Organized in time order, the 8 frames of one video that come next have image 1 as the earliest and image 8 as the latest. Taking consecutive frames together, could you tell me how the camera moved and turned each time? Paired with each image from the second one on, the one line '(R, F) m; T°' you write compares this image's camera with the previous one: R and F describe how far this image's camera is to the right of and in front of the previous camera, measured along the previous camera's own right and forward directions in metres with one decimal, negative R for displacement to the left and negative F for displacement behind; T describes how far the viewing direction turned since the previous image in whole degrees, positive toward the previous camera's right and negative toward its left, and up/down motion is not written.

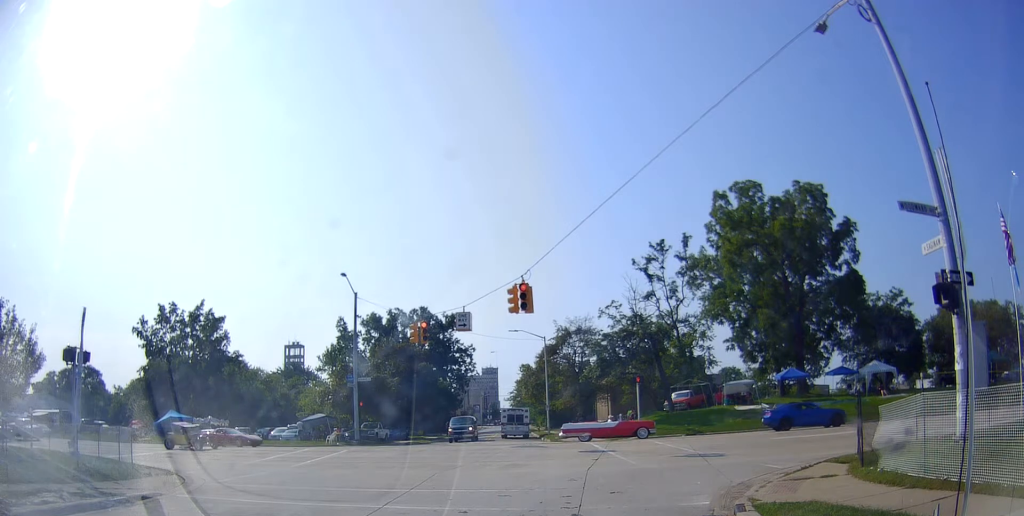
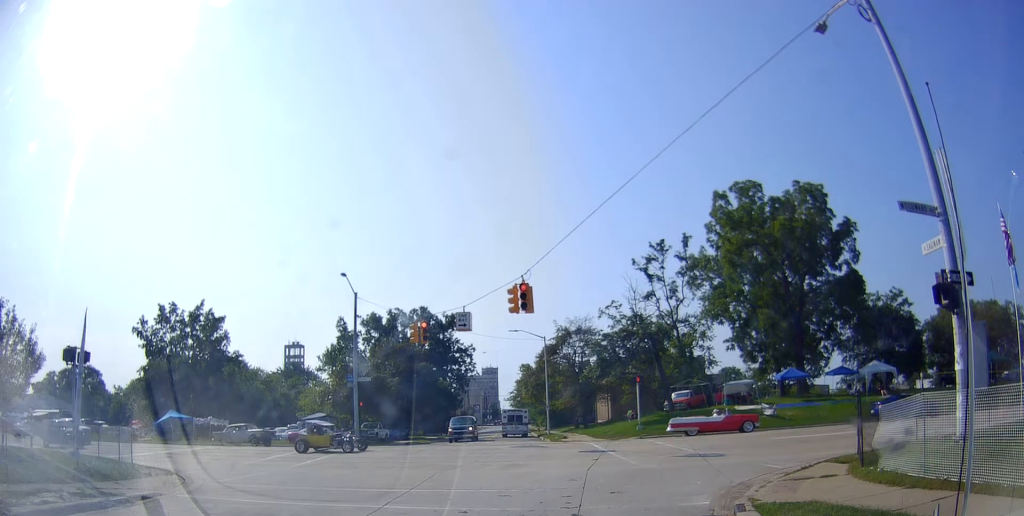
(0.0, 0.0) m; 0°
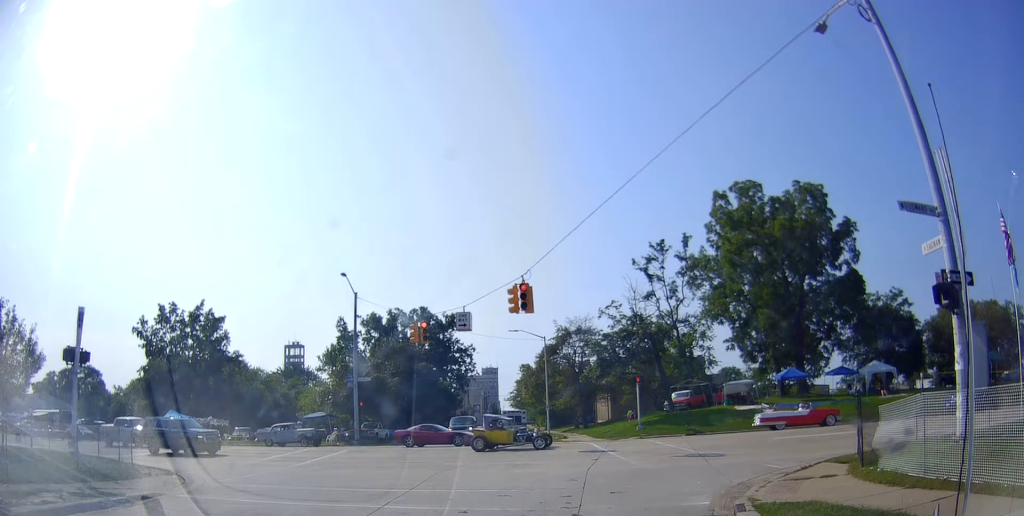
(0.0, 0.0) m; 0°
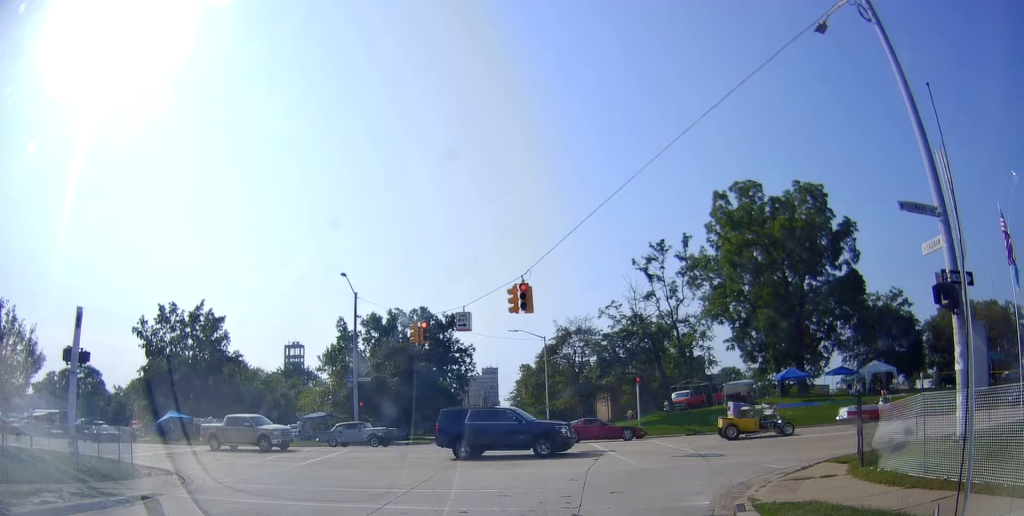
(0.0, 0.0) m; 0°
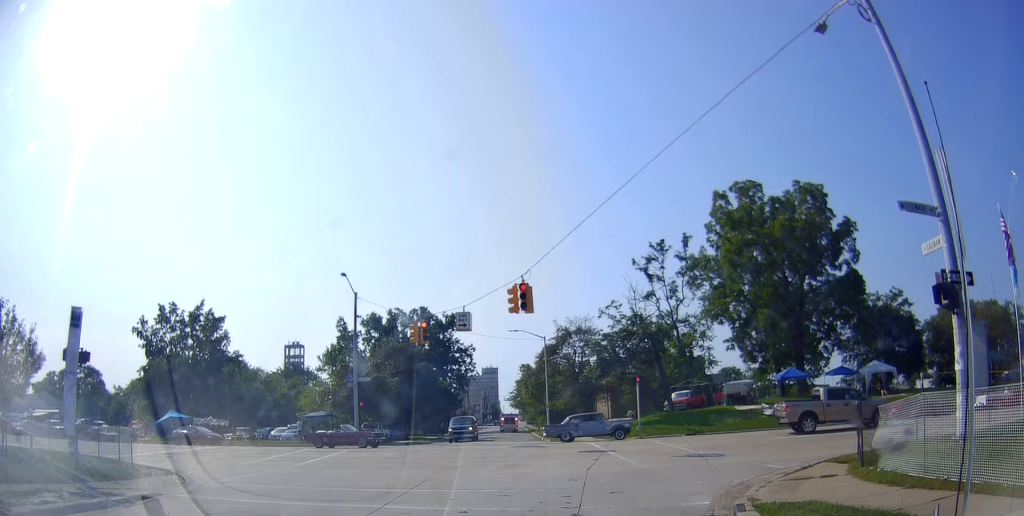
(0.0, 0.0) m; 0°
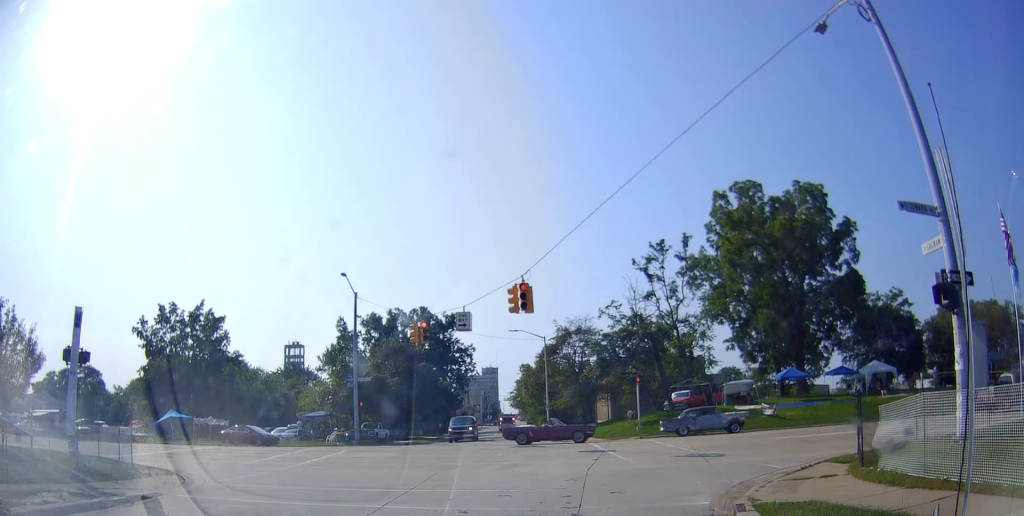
(0.0, 0.0) m; 0°
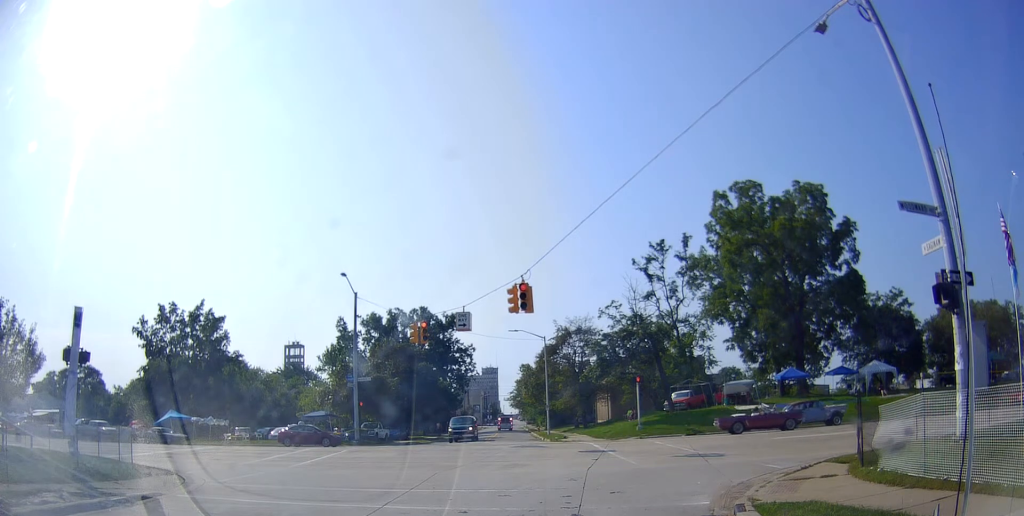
(0.0, 0.0) m; 0°
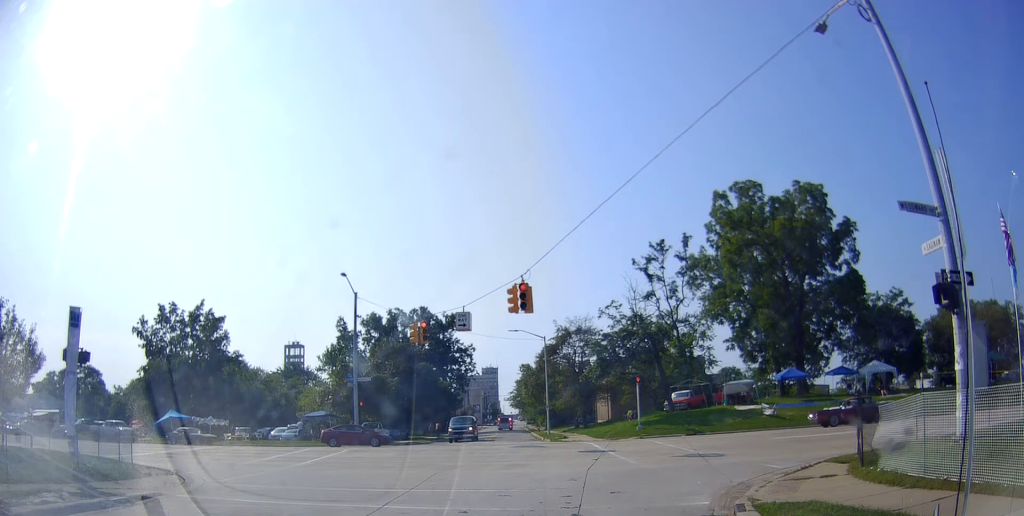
(0.0, 0.0) m; 0°
